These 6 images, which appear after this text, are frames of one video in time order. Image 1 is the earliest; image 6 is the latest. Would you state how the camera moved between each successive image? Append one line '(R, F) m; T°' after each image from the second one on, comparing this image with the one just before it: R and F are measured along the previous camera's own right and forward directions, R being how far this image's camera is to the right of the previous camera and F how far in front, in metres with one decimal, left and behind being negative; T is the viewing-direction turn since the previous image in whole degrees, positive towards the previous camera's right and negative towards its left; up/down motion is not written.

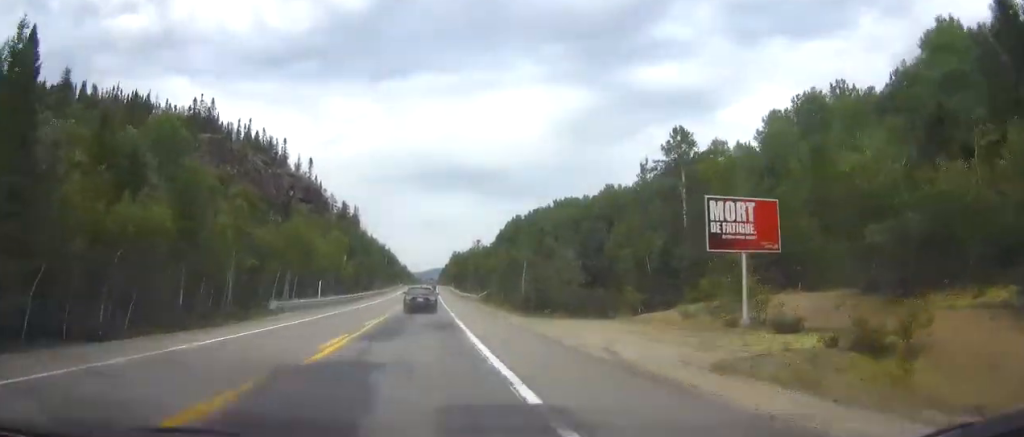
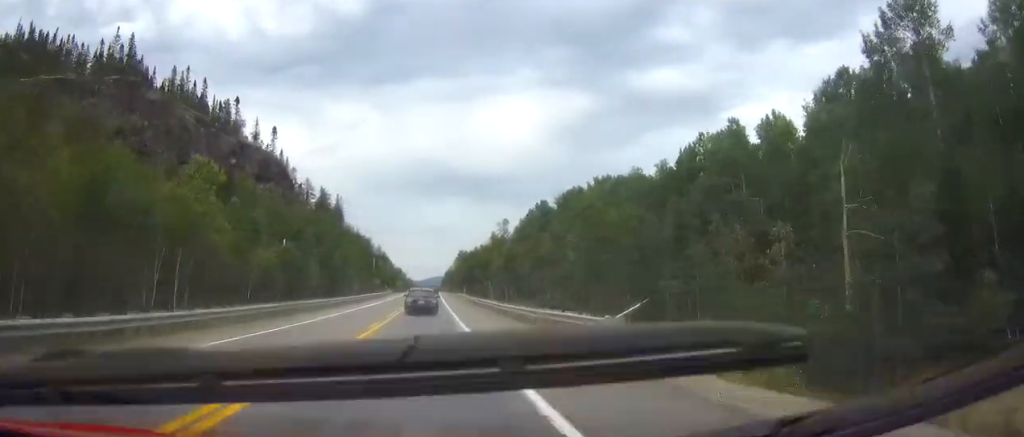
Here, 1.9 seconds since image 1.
(-0.2, +55.9) m; 0°
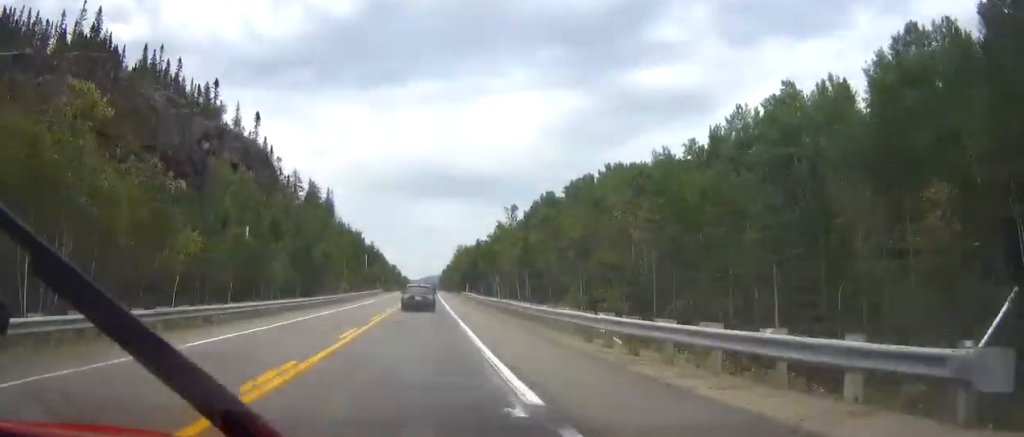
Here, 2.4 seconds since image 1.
(0.0, +14.4) m; 0°
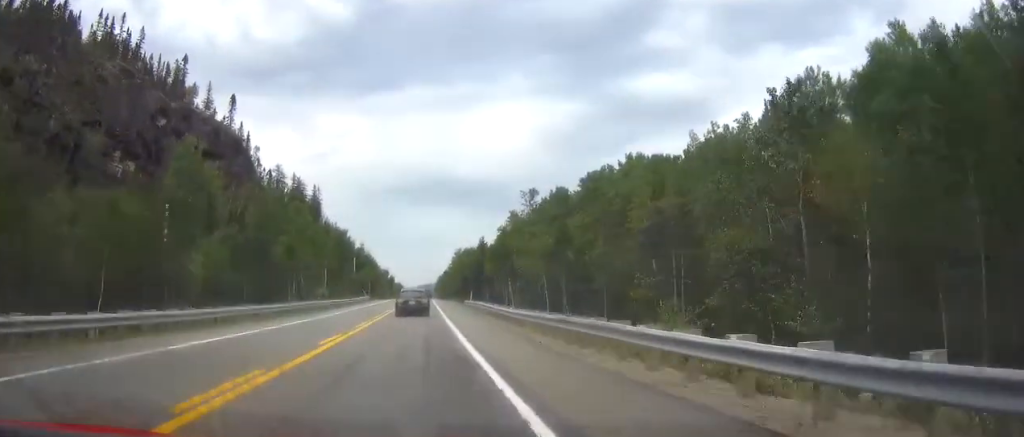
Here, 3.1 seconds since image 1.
(0.0, +19.2) m; 0°
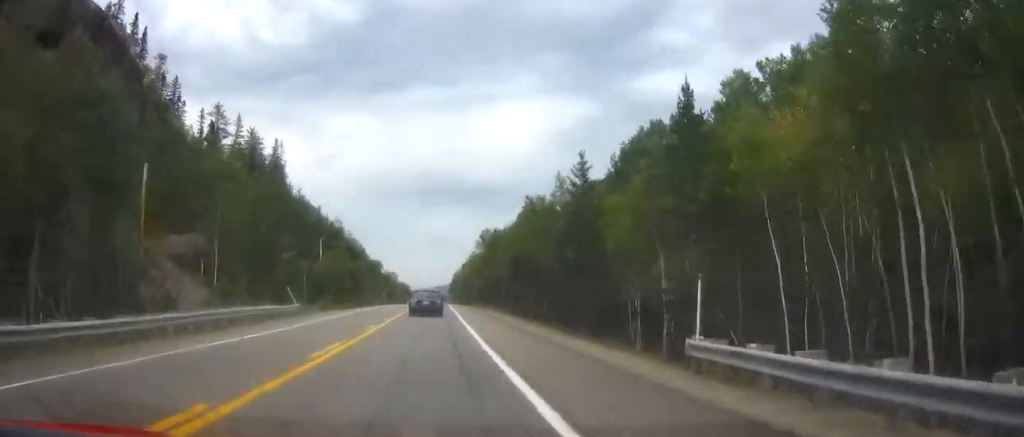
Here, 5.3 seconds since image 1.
(-0.2, +63.9) m; -1°
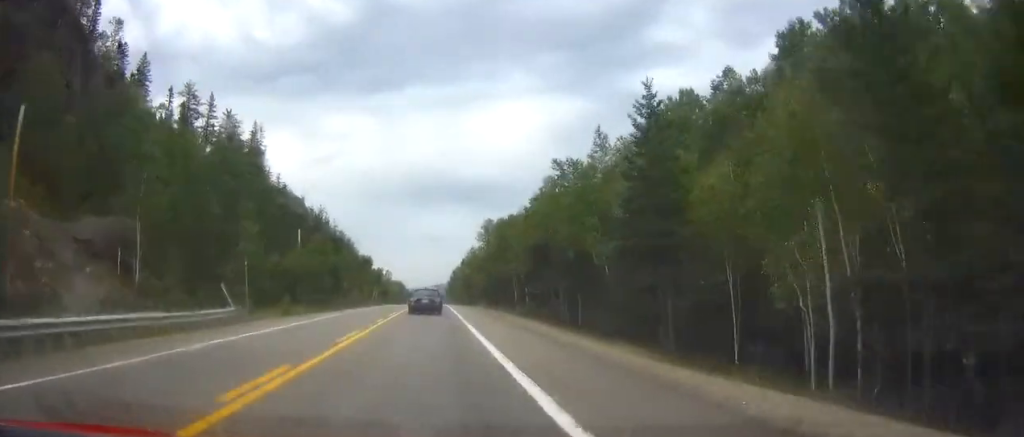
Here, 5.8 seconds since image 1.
(0.0, +14.2) m; 0°
